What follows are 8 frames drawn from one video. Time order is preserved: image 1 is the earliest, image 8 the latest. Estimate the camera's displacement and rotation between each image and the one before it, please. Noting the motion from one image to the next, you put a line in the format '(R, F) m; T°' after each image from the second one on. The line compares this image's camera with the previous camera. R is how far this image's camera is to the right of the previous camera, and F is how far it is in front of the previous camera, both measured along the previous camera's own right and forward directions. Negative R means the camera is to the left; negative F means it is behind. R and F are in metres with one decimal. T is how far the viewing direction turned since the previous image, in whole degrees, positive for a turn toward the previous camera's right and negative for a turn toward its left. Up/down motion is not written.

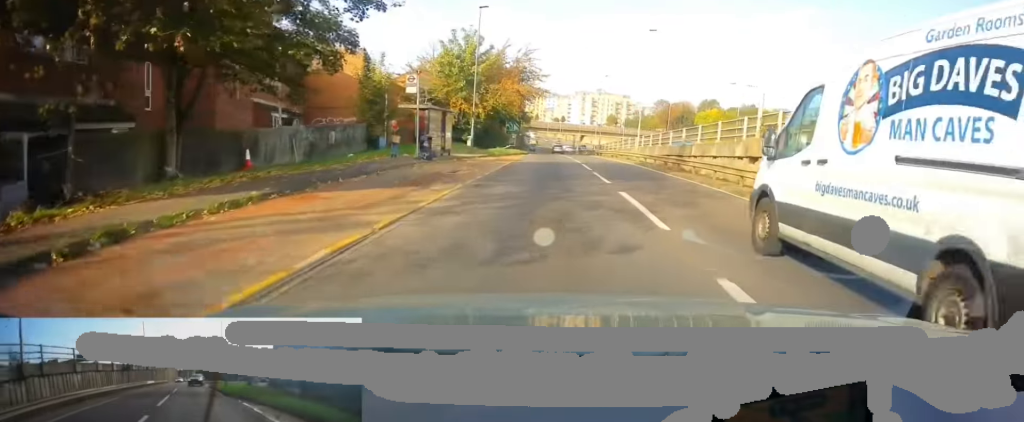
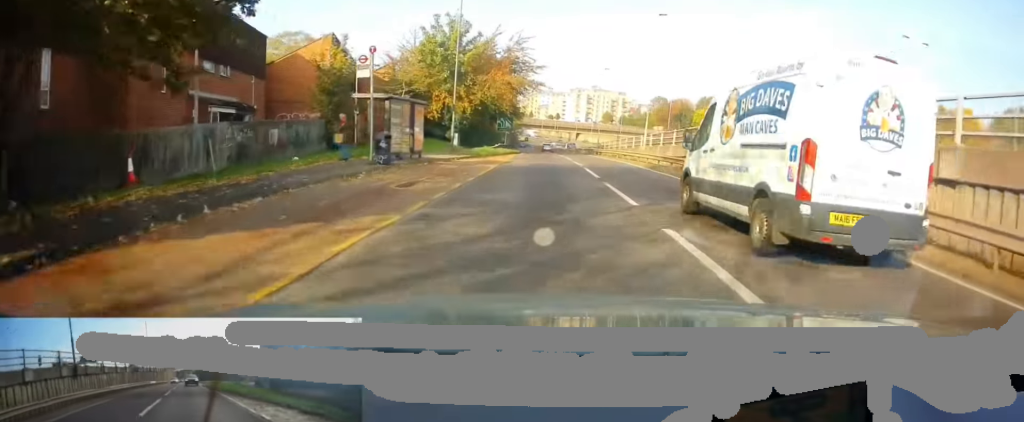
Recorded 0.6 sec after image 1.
(+0.2, +5.6) m; 0°
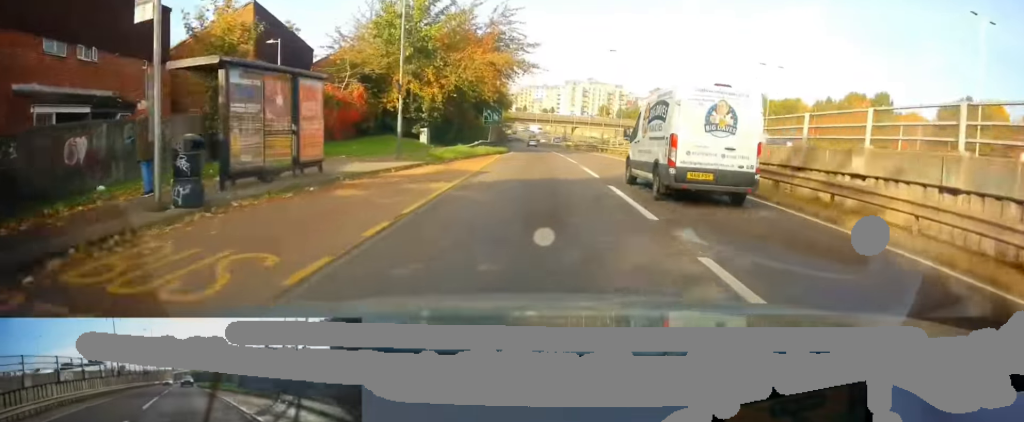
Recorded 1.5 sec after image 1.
(0.0, +10.0) m; 0°
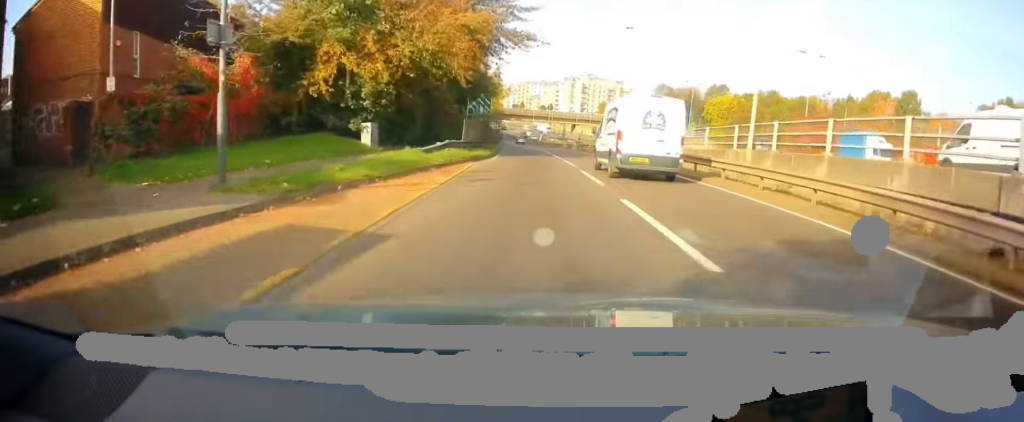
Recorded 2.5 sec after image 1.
(0.0, +11.7) m; 0°
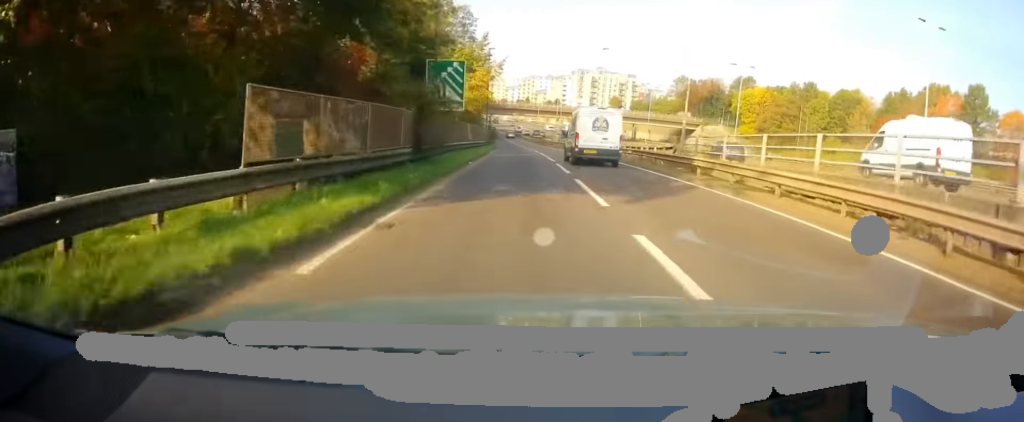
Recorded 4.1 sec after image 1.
(+0.1, +21.1) m; -1°
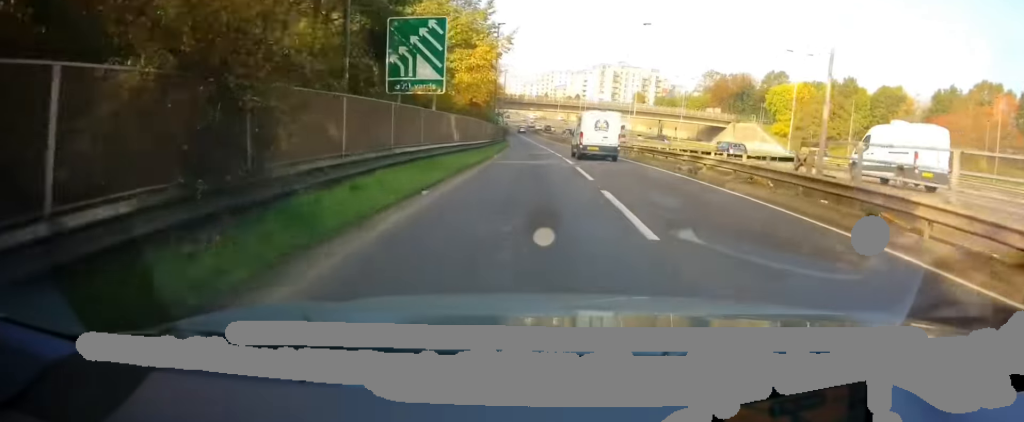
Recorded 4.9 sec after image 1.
(-0.2, +11.6) m; -1°
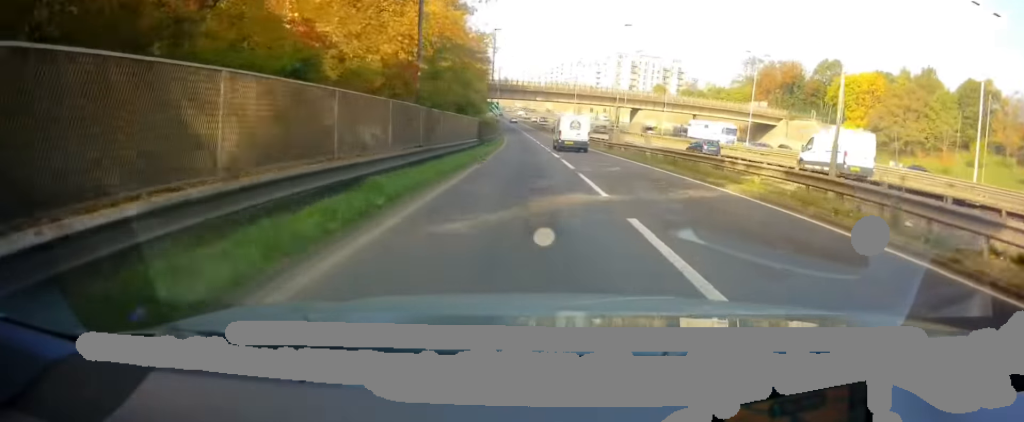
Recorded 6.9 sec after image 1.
(-0.5, +29.4) m; -1°
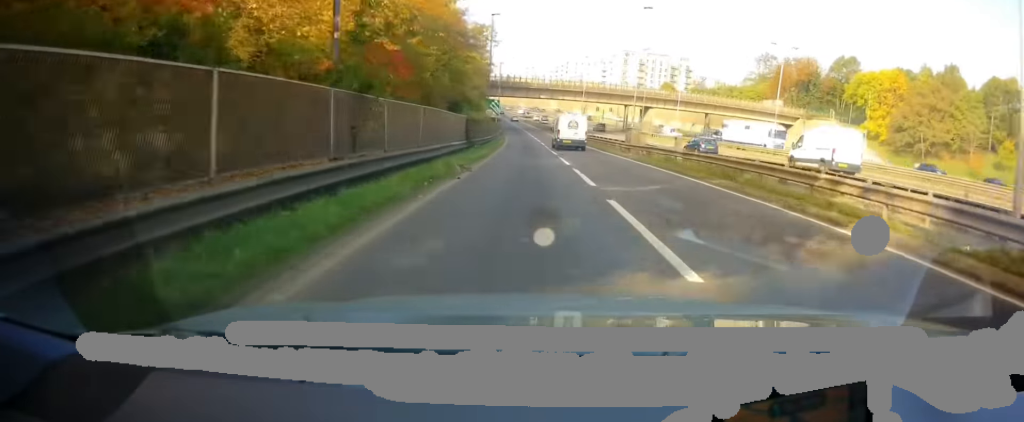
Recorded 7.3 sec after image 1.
(+0.1, +6.4) m; 0°
